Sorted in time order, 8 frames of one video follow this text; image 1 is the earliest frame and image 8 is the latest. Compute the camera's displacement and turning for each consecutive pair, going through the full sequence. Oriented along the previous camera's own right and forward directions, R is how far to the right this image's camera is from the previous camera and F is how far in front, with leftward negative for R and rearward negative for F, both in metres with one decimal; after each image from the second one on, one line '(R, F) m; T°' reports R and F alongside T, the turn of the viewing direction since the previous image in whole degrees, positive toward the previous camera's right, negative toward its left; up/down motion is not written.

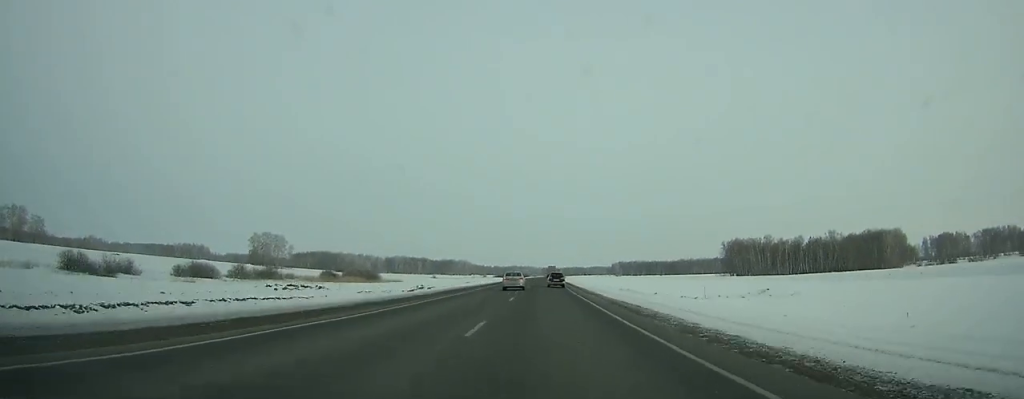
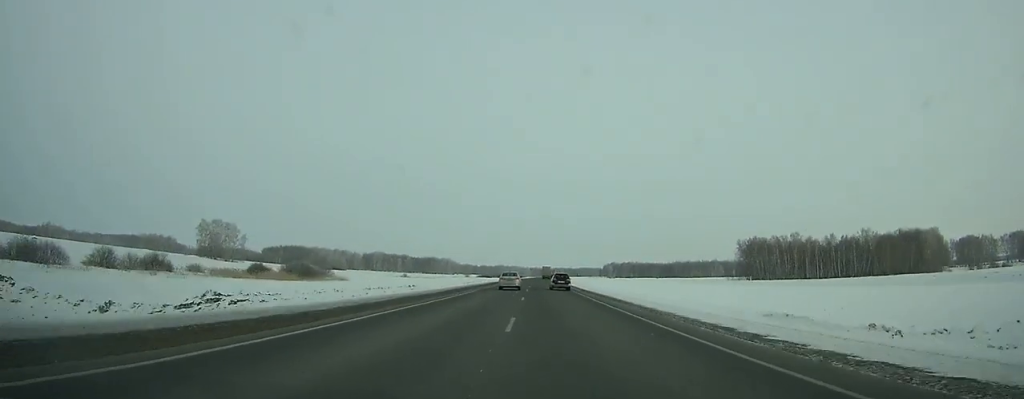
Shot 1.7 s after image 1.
(0.0, +48.7) m; 0°
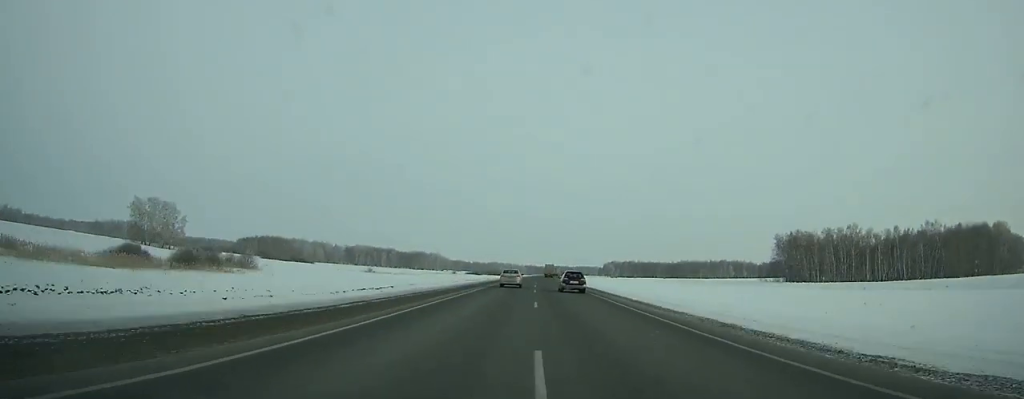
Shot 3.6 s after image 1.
(+0.4, +56.6) m; +1°
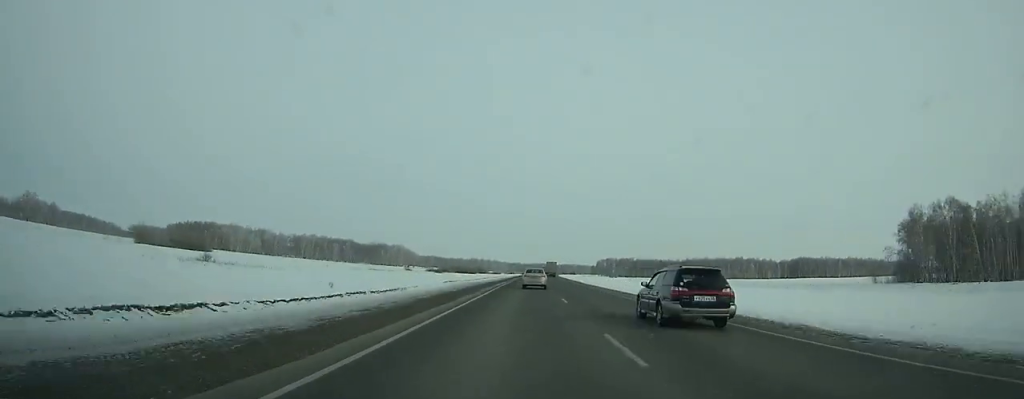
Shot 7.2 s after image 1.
(+1.3, +108.8) m; +2°
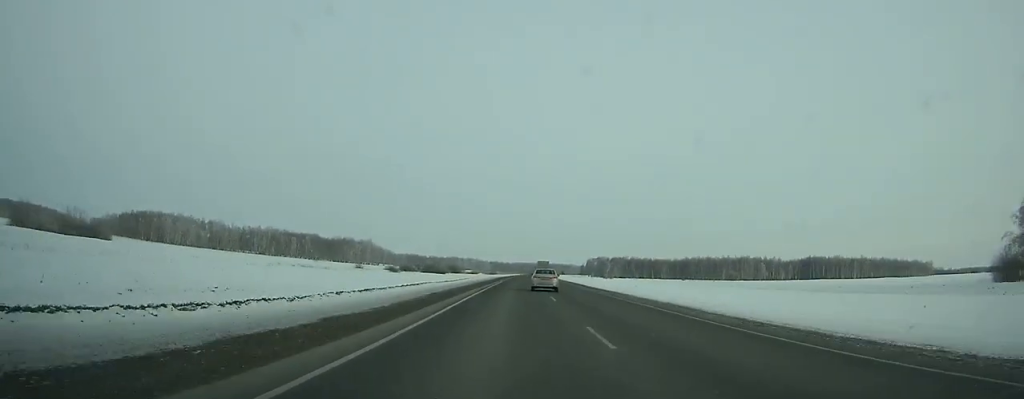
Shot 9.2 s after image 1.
(+1.0, +60.3) m; +1°
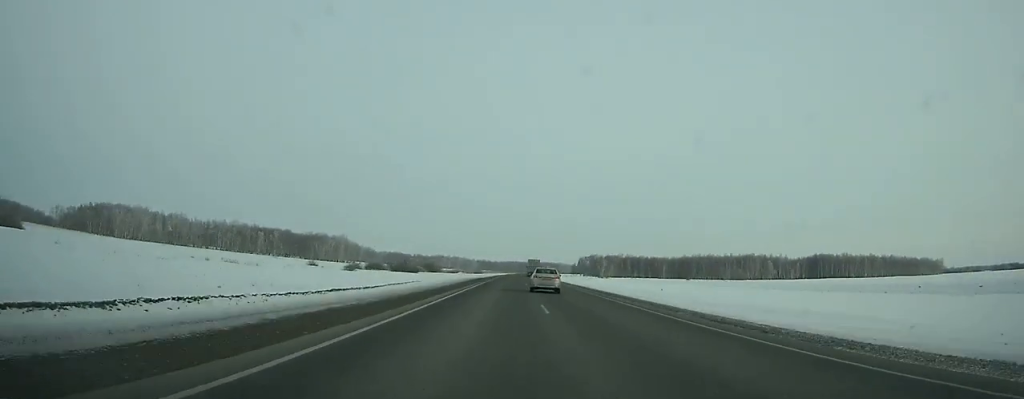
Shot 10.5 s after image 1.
(+0.3, +39.1) m; +1°
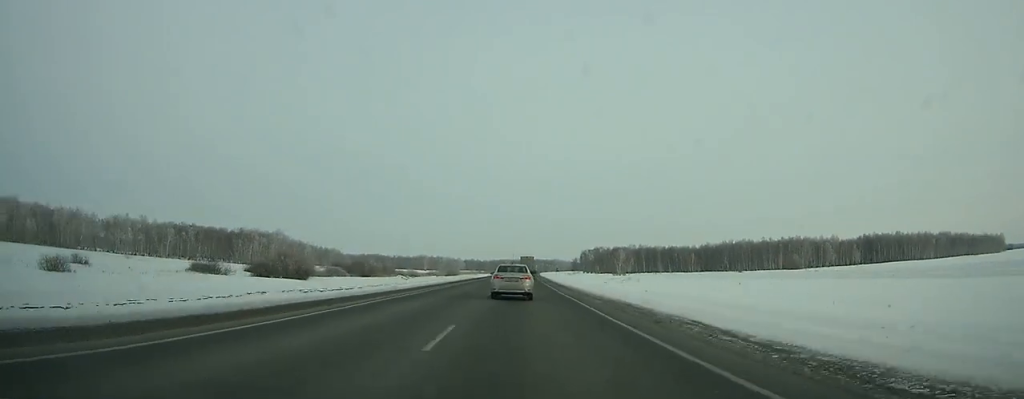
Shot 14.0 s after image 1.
(+1.1, +101.6) m; +1°
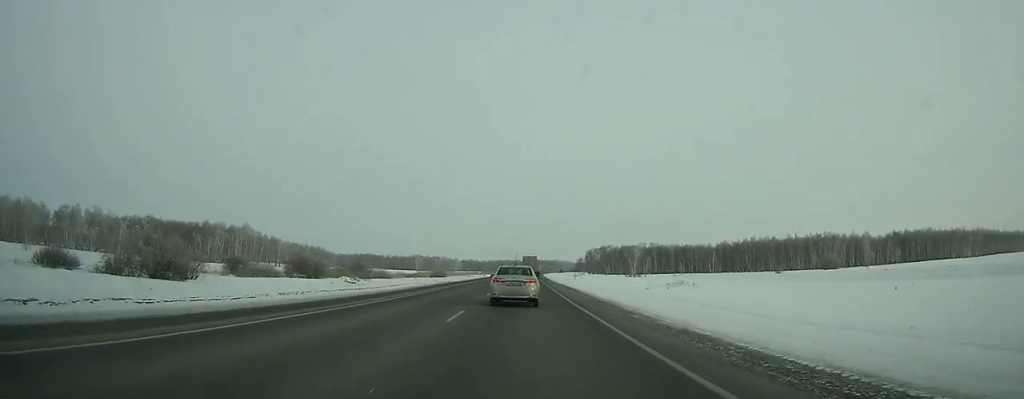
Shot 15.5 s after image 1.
(+0.1, +41.7) m; 0°
